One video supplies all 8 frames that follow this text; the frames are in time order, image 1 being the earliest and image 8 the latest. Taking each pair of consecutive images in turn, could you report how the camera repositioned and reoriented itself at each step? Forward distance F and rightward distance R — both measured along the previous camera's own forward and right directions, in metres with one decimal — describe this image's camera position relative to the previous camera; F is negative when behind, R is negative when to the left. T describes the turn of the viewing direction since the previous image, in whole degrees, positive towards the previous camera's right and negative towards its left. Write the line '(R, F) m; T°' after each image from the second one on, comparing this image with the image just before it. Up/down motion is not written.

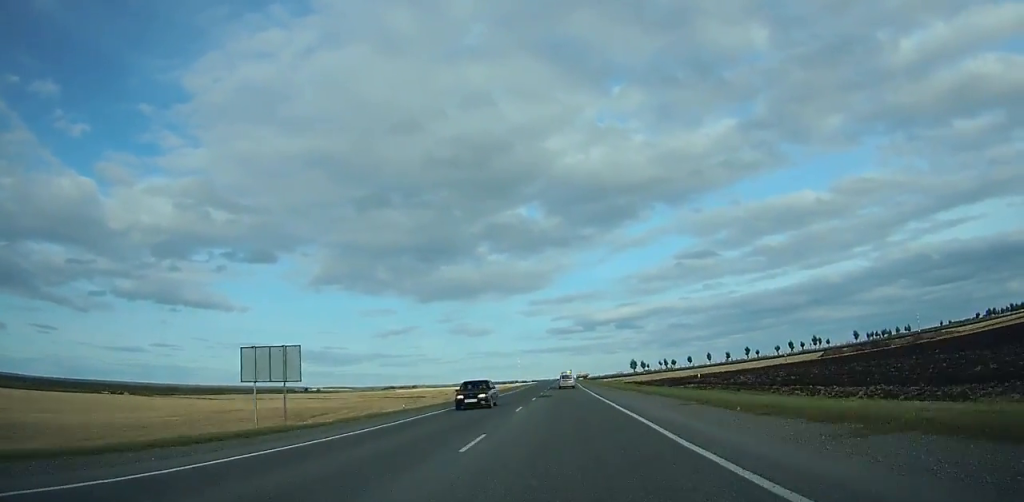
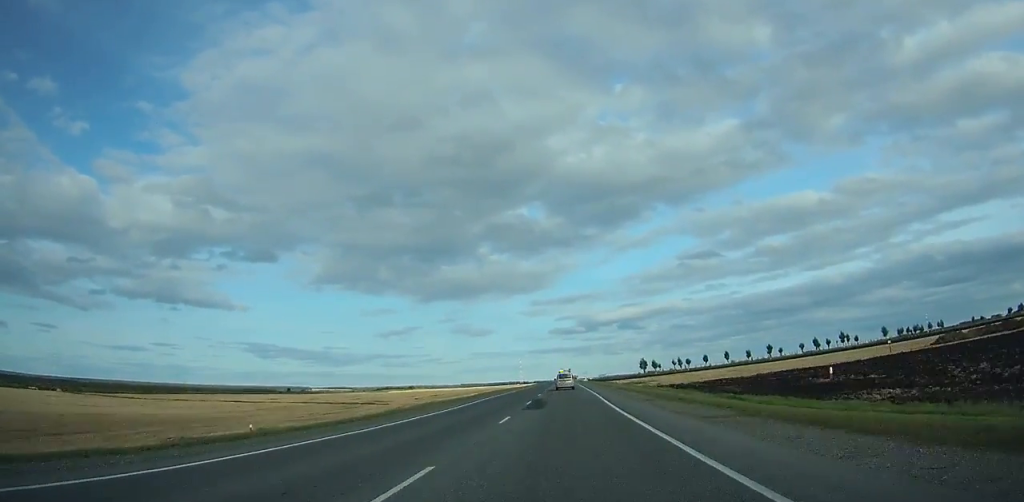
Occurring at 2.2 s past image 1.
(0.0, +41.0) m; 0°
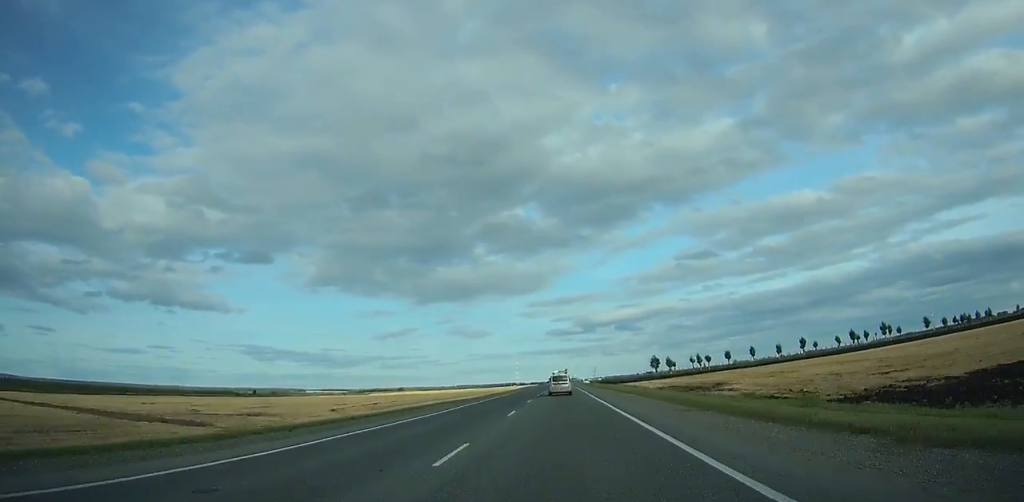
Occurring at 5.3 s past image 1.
(0.0, +55.6) m; 0°
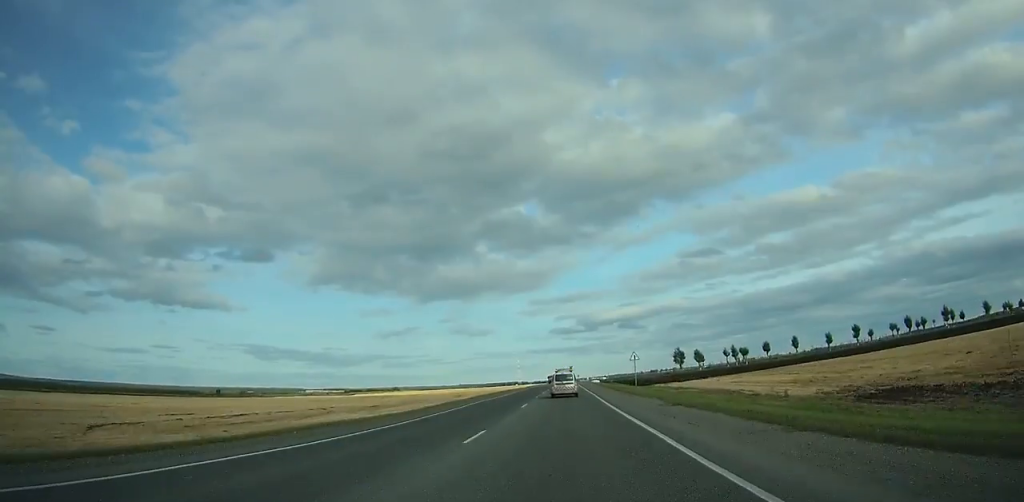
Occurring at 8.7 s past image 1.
(-0.1, +58.4) m; 0°
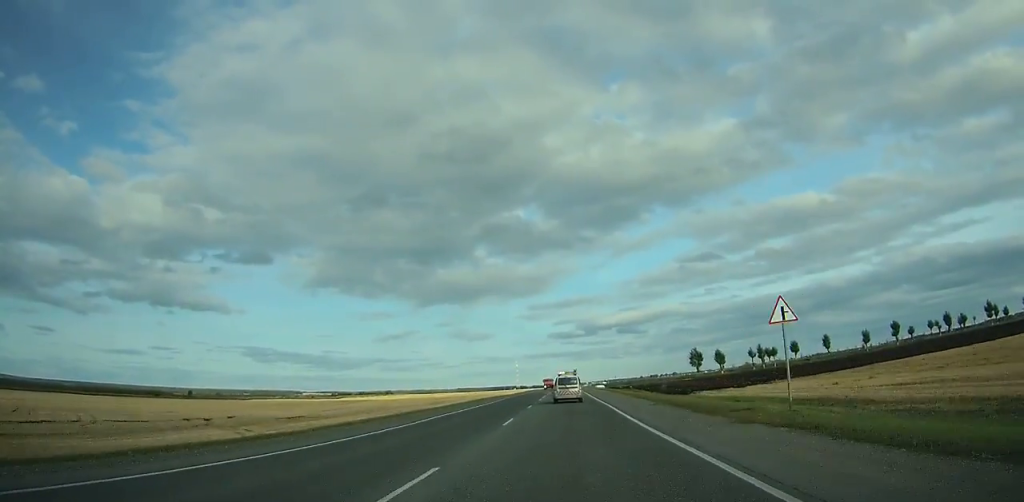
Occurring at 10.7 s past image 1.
(-0.1, +33.1) m; 0°
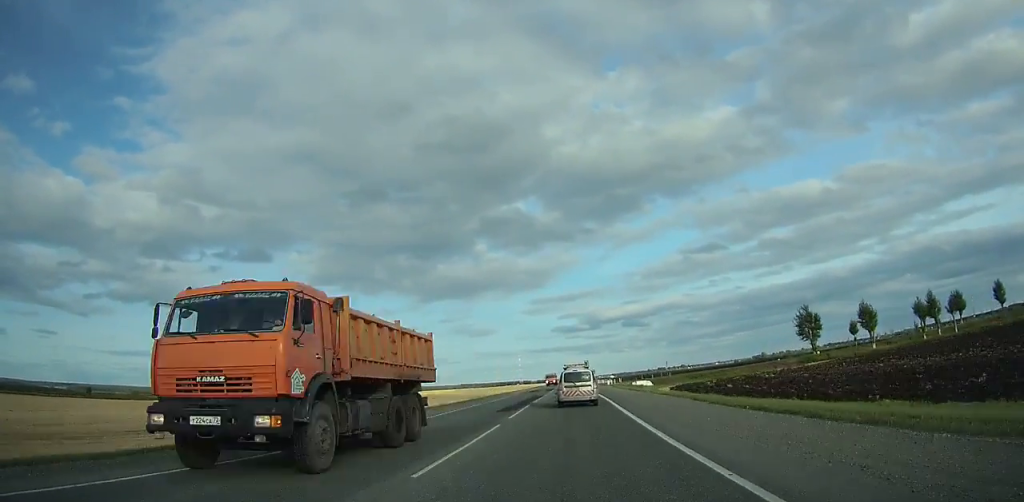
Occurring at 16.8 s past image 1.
(+0.1, +98.7) m; 0°
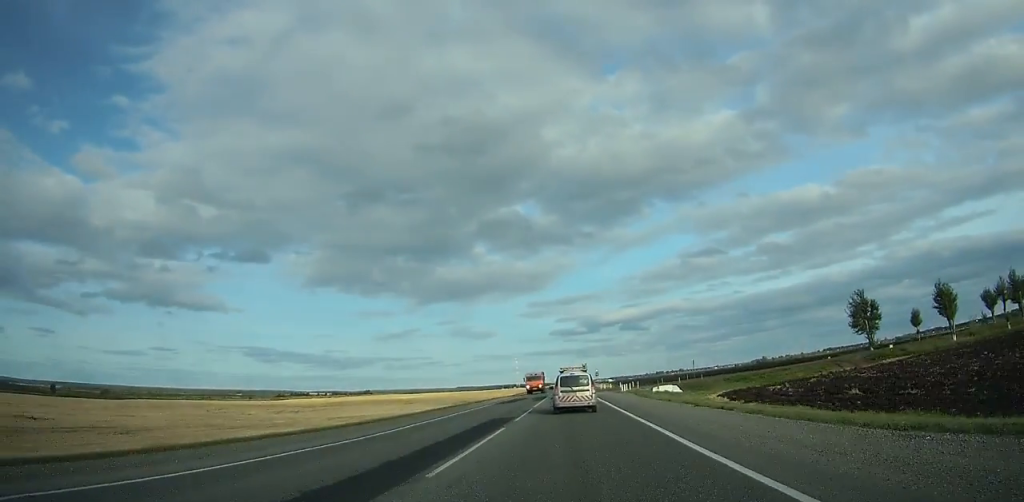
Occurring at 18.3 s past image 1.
(0.0, +23.9) m; 0°
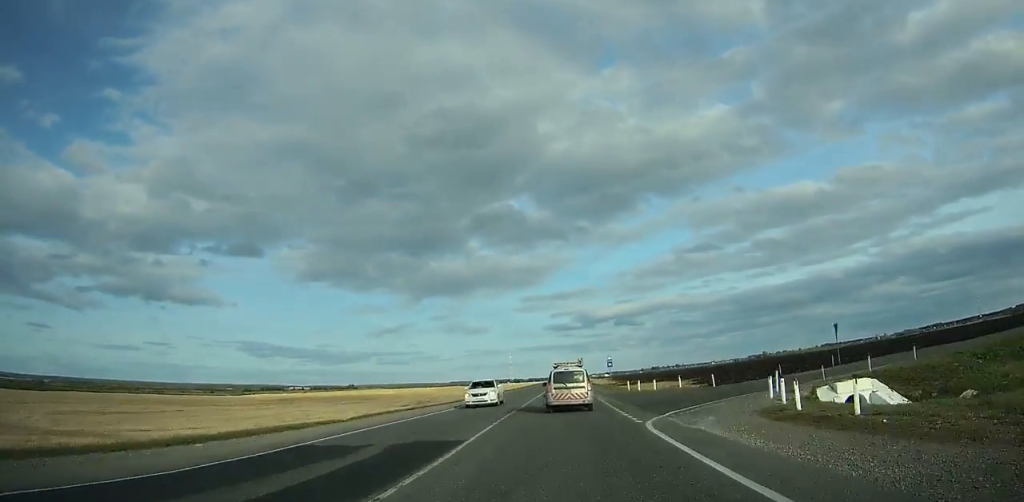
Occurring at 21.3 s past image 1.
(+0.1, +47.7) m; 0°
